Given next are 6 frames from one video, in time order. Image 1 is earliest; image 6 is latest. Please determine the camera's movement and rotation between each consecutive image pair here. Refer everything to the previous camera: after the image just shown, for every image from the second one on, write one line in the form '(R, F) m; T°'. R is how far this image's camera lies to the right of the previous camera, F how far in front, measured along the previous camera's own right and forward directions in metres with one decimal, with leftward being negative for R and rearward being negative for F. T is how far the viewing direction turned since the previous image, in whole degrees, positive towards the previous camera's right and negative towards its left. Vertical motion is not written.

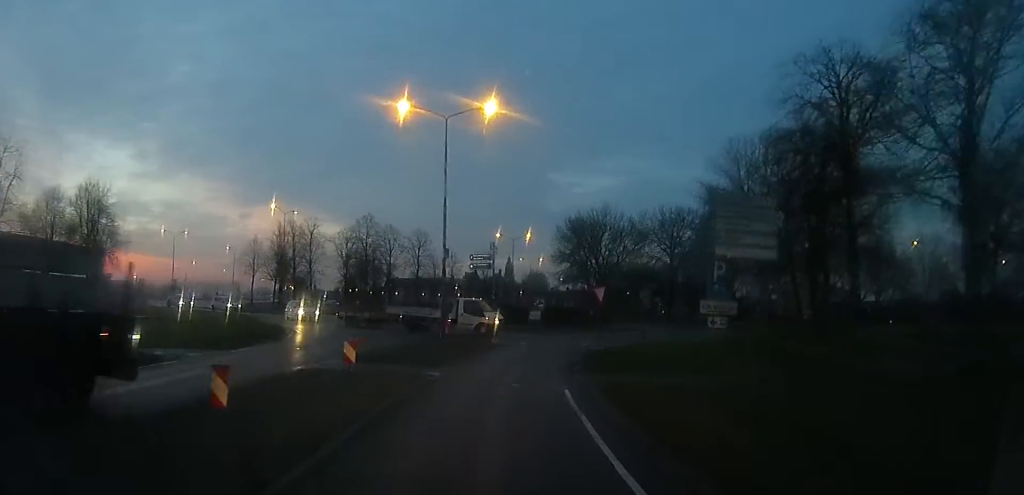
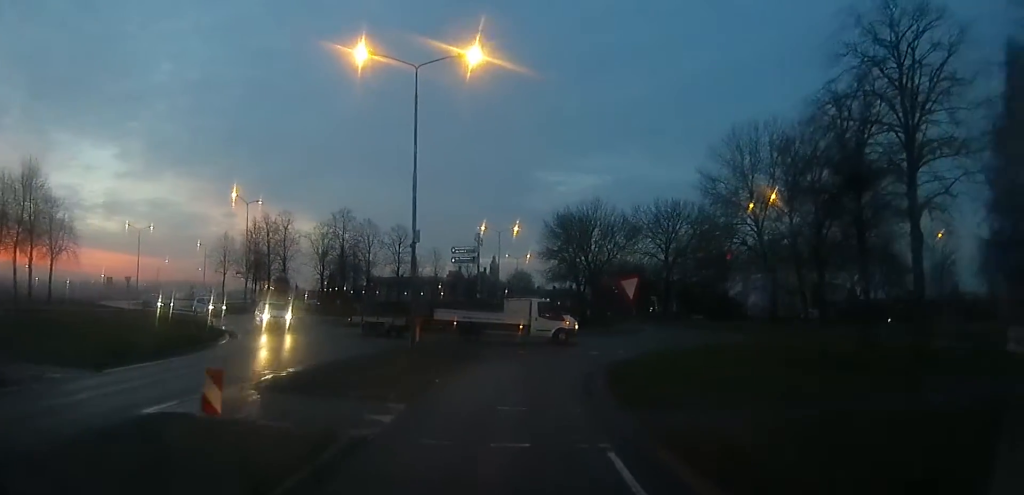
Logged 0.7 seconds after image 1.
(+0.1, +5.9) m; +2°
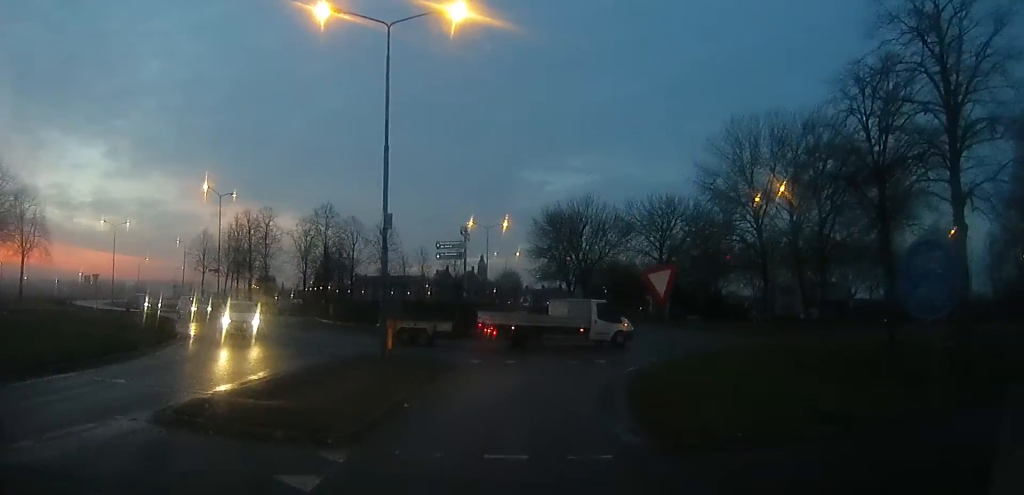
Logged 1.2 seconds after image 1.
(-0.1, +3.6) m; +3°
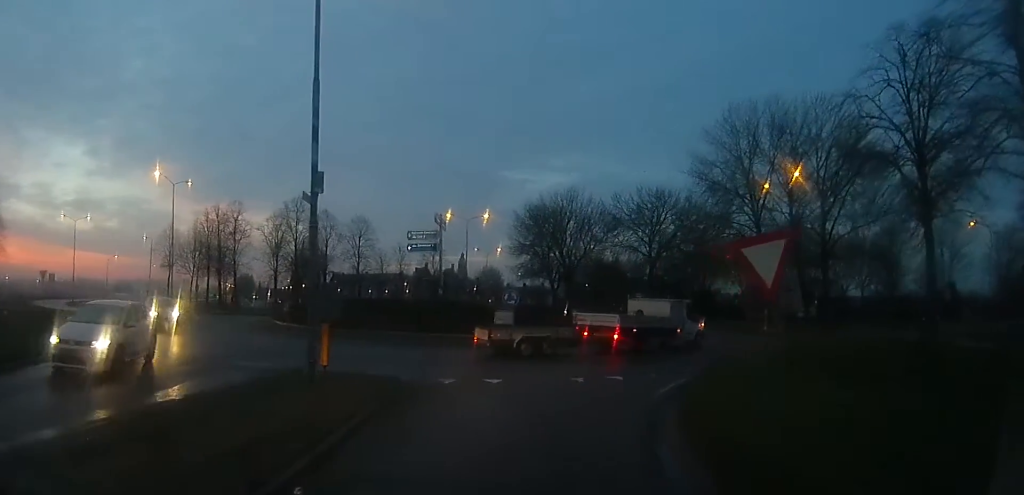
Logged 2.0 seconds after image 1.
(+0.5, +6.0) m; +9°
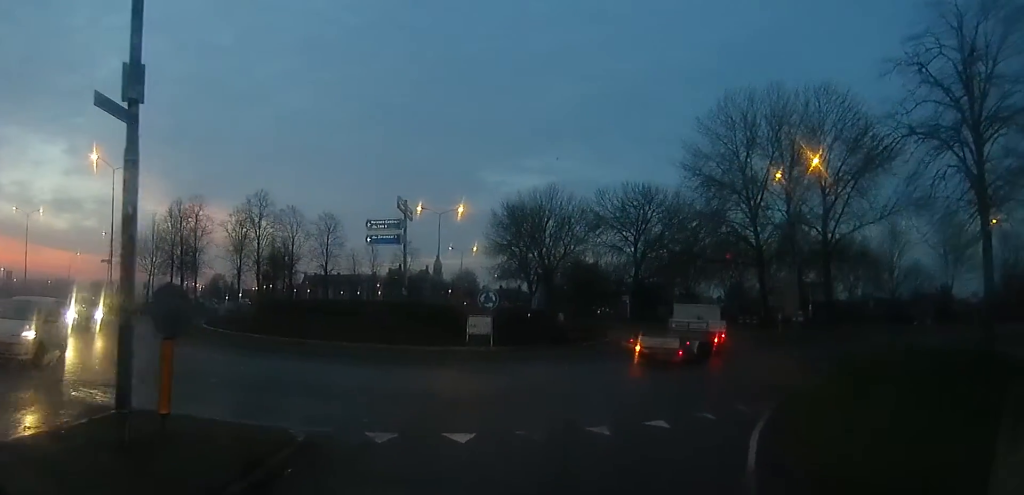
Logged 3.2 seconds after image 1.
(+1.0, +7.8) m; +10°
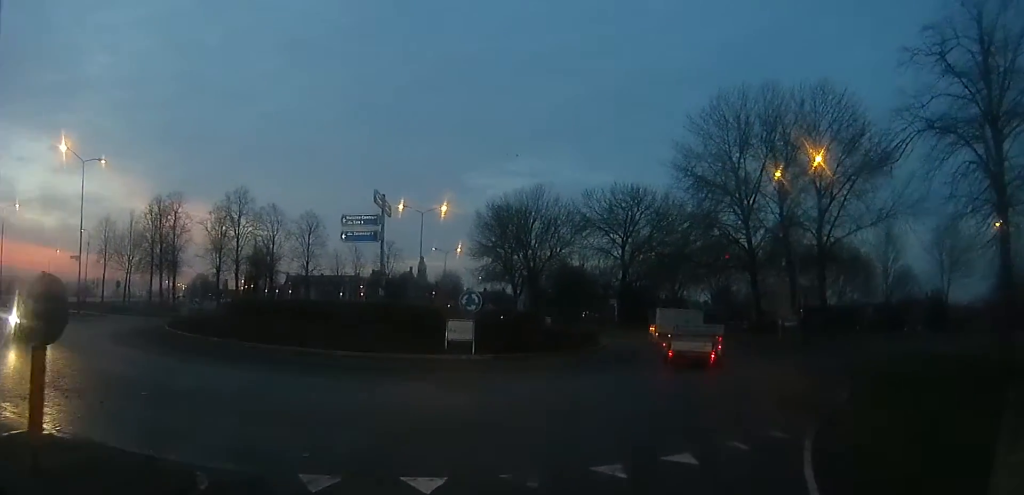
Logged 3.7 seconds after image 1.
(+0.1, +2.3) m; +1°
